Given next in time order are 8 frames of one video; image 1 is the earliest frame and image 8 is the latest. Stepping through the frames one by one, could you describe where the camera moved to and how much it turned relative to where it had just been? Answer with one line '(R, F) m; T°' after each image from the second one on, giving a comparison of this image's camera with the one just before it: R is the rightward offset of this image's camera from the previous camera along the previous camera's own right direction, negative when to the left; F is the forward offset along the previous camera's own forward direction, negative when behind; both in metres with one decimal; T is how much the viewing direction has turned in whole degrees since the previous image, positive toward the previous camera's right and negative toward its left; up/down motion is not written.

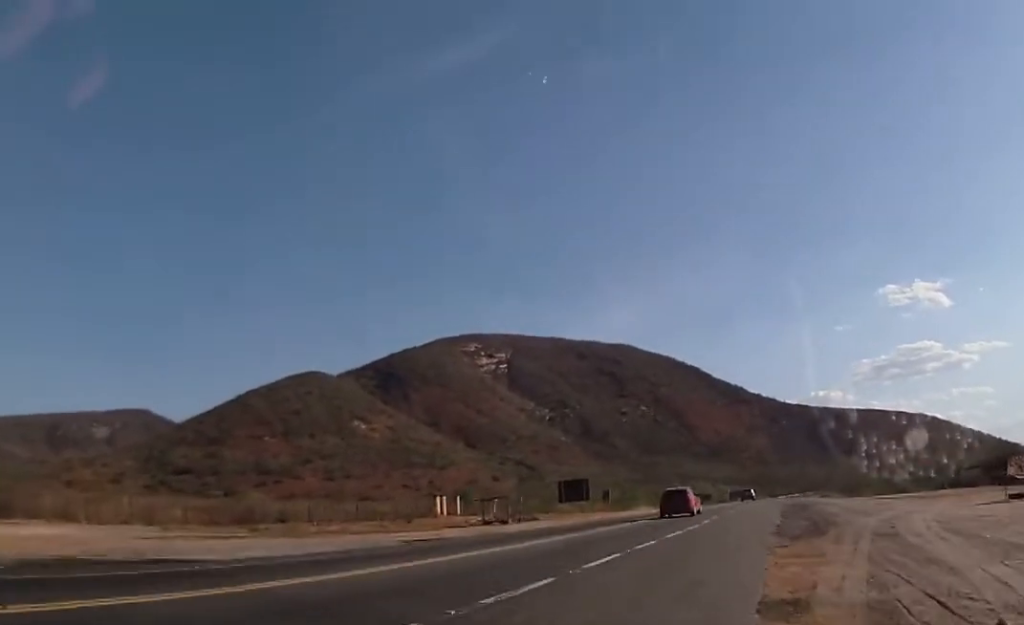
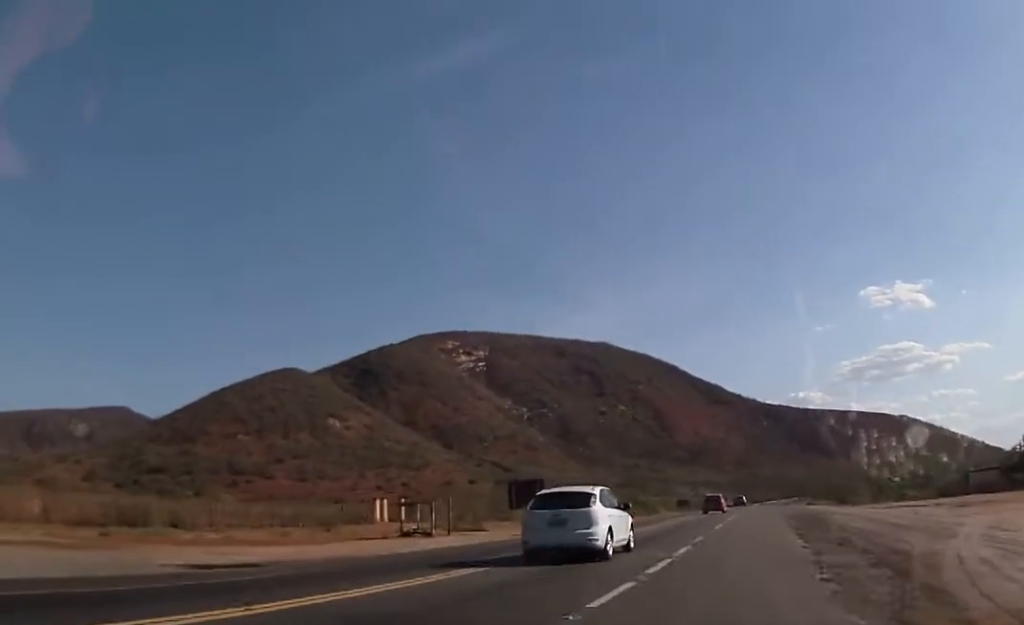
(+0.6, +12.6) m; +2°
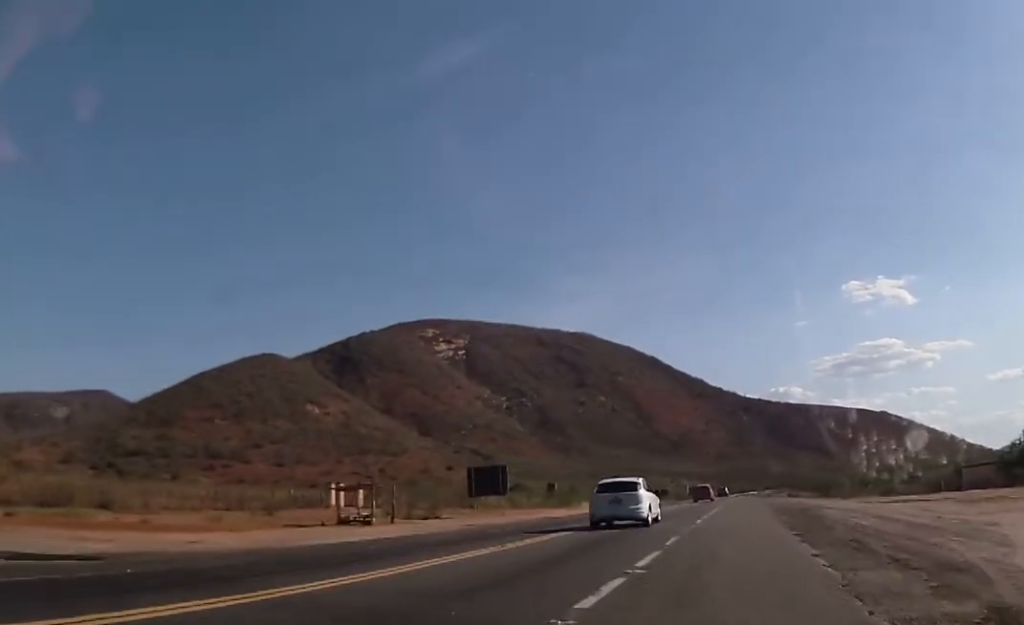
(0.0, +5.5) m; 0°
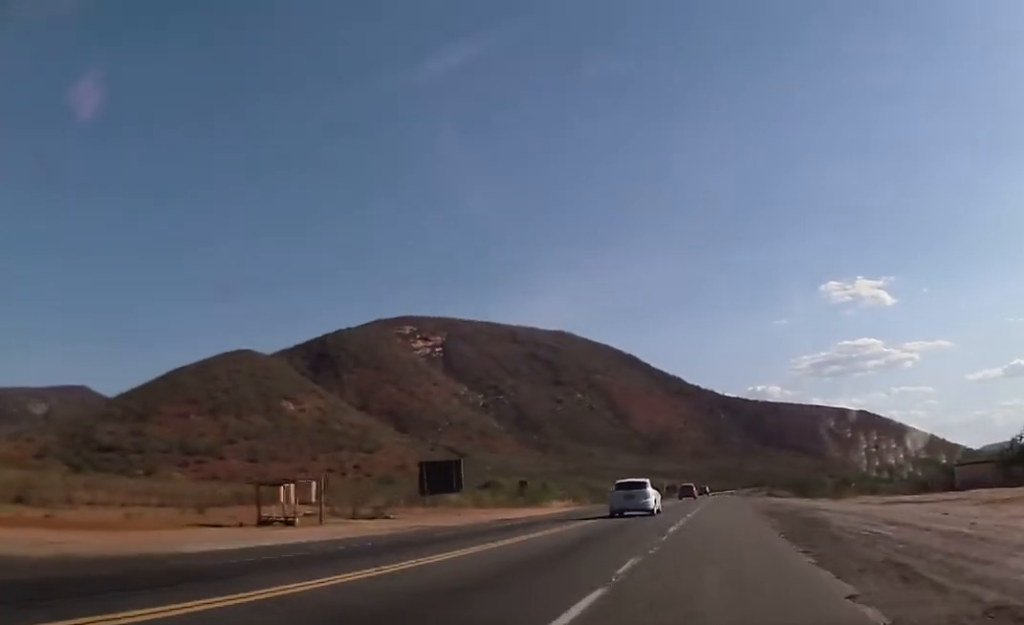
(0.0, +5.7) m; +1°
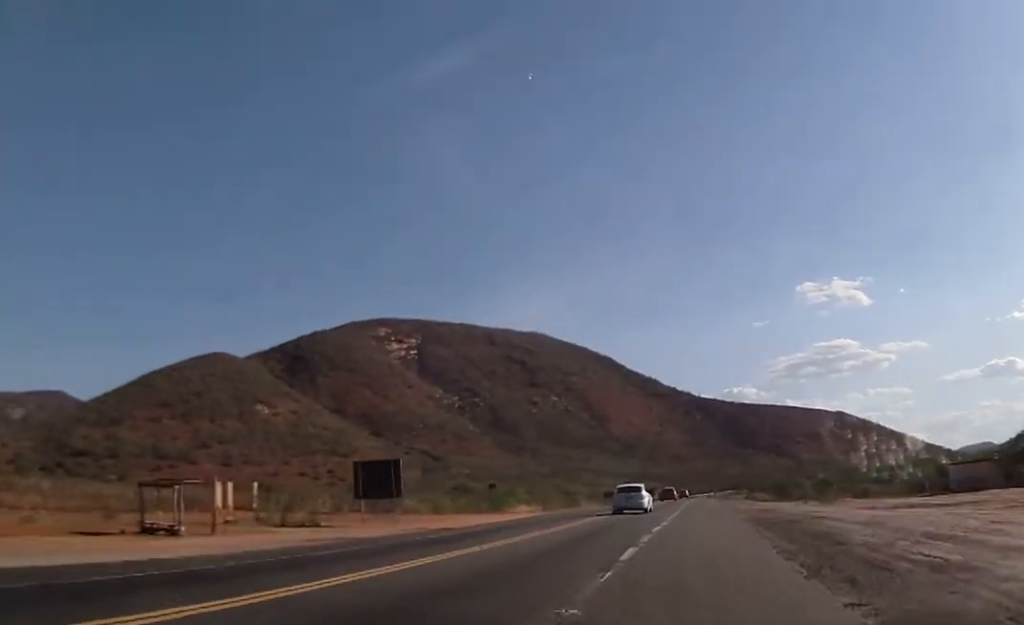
(-0.1, +6.6) m; +1°
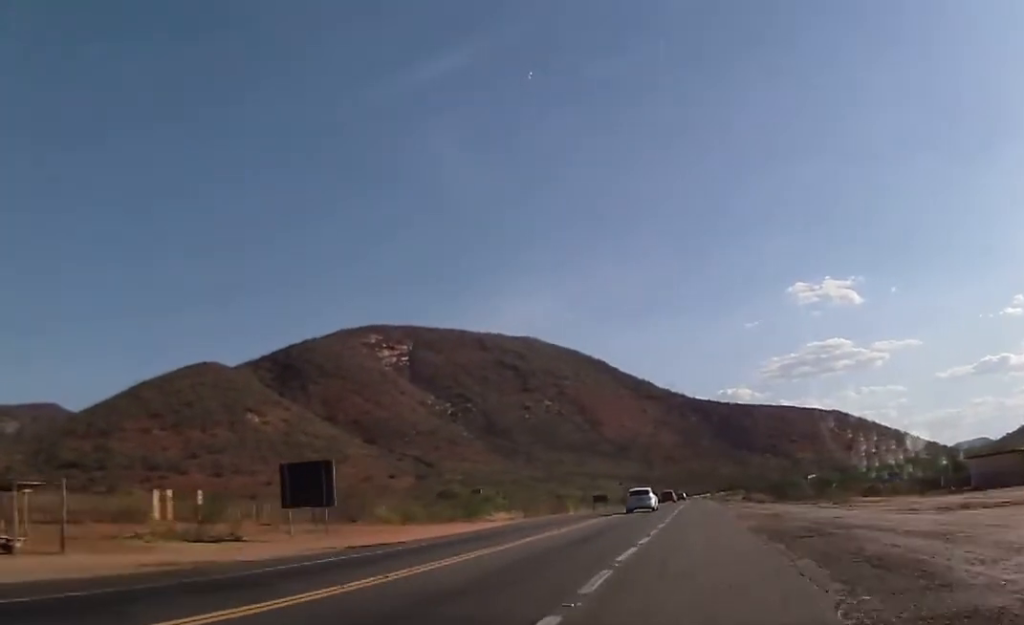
(+0.2, +8.0) m; +1°
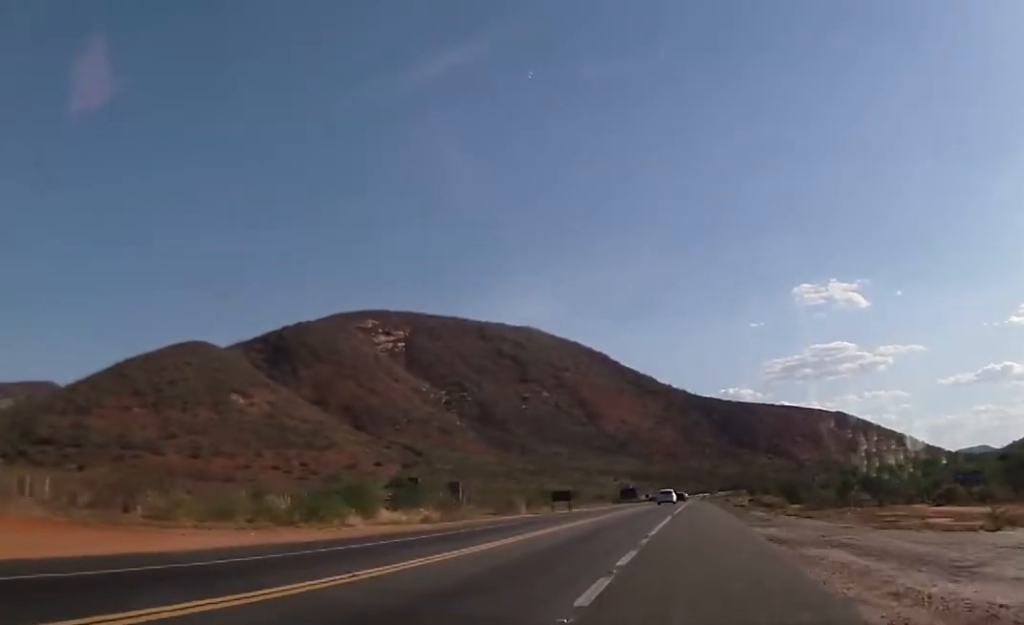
(+0.3, +31.6) m; 0°
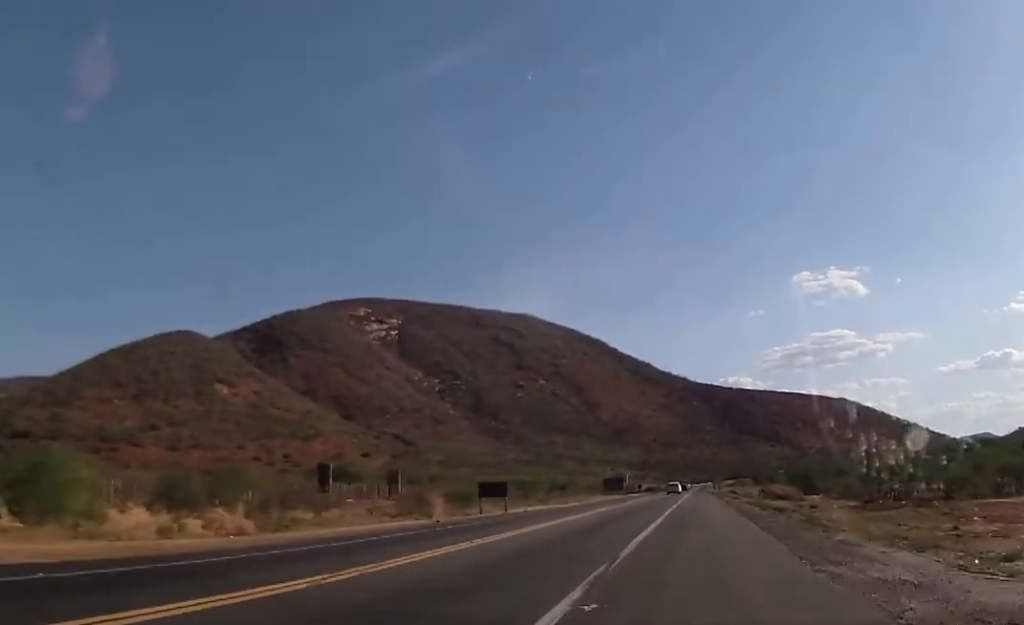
(+0.3, +28.0) m; +1°
